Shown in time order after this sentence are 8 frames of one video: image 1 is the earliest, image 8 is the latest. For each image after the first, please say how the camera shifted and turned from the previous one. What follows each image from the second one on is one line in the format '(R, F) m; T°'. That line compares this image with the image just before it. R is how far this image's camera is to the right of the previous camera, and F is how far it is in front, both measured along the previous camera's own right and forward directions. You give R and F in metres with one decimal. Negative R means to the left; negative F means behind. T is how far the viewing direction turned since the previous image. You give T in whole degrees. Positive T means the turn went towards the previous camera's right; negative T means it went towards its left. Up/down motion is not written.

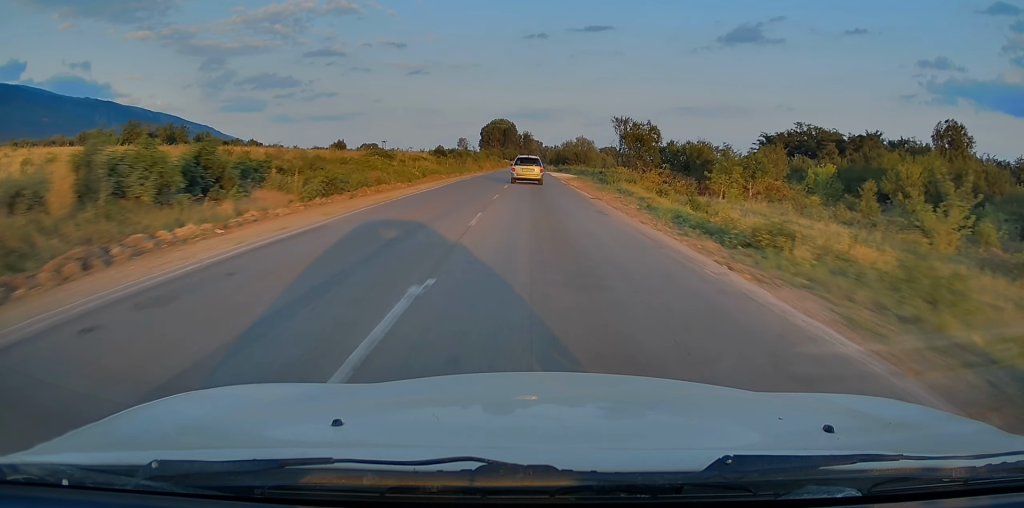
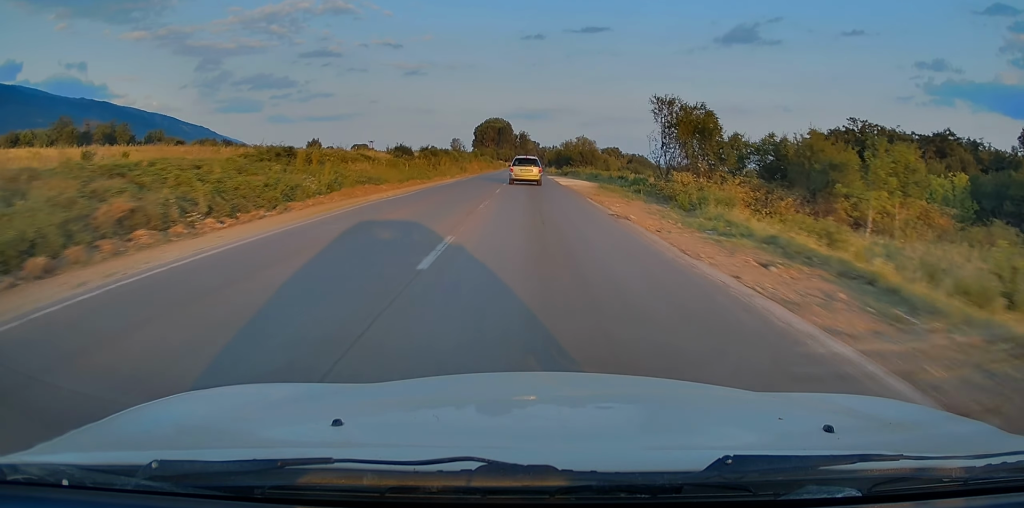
(-0.1, +22.5) m; +1°
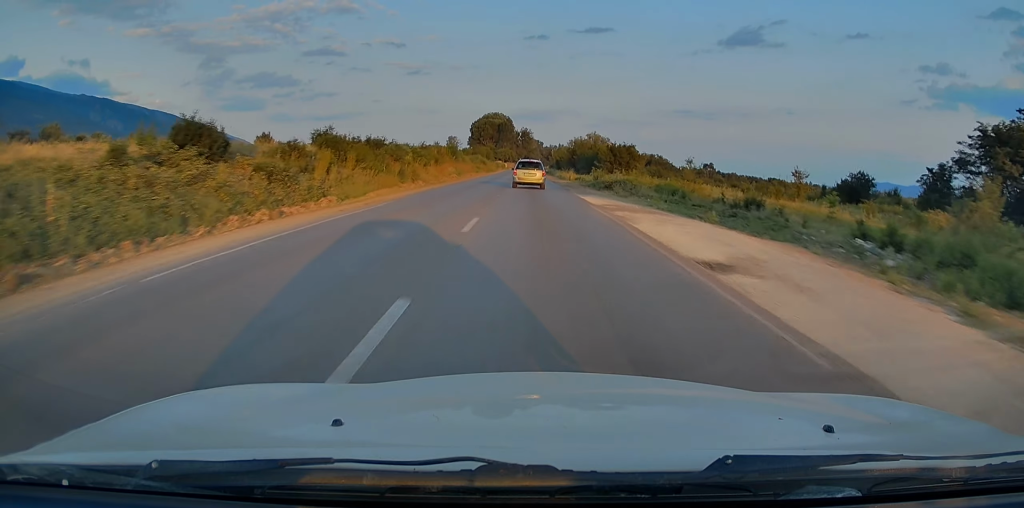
(+0.8, +40.3) m; +1°
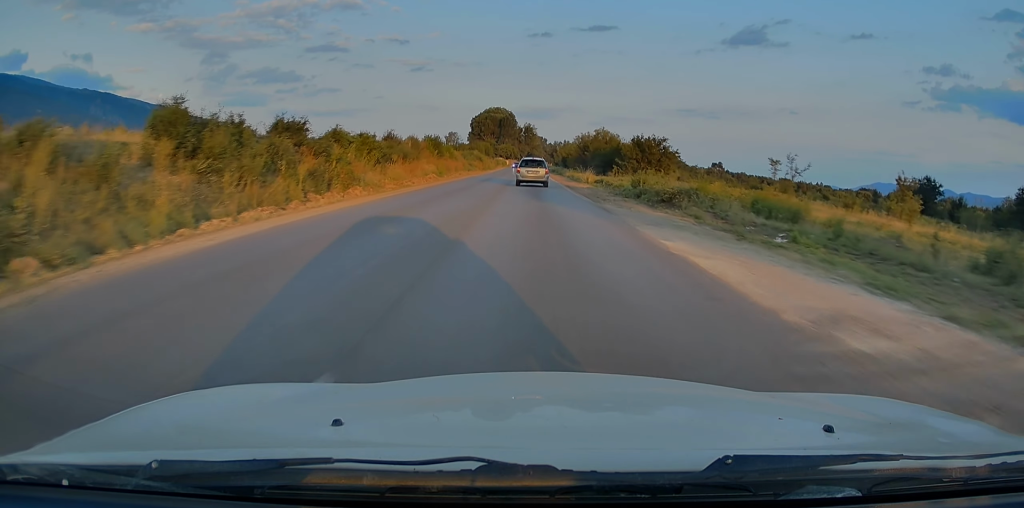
(-0.2, +17.4) m; -1°
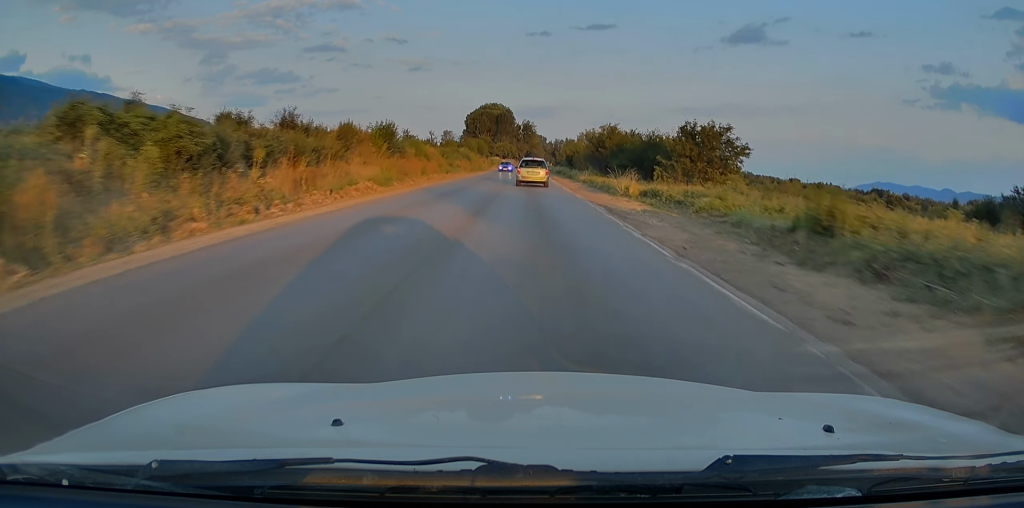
(0.0, +20.9) m; 0°
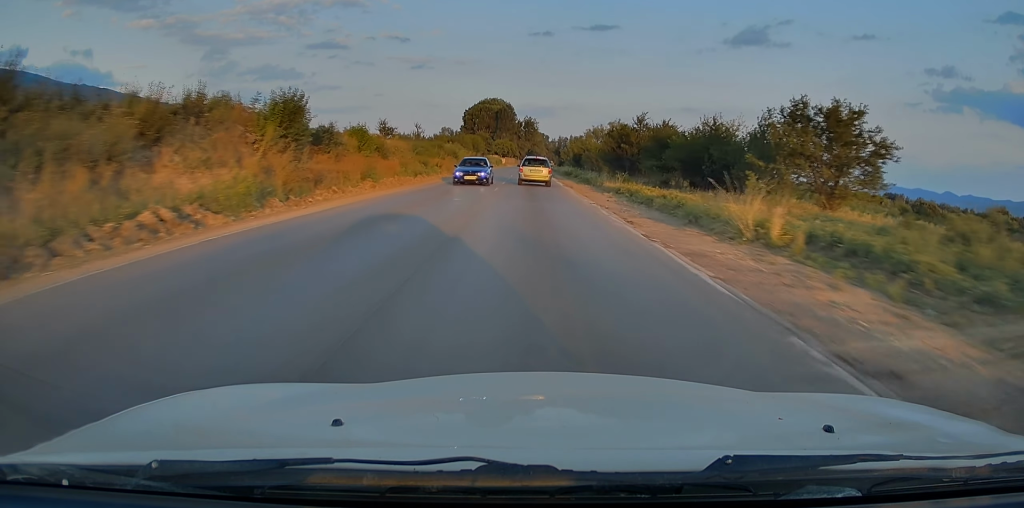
(0.0, +17.6) m; 0°
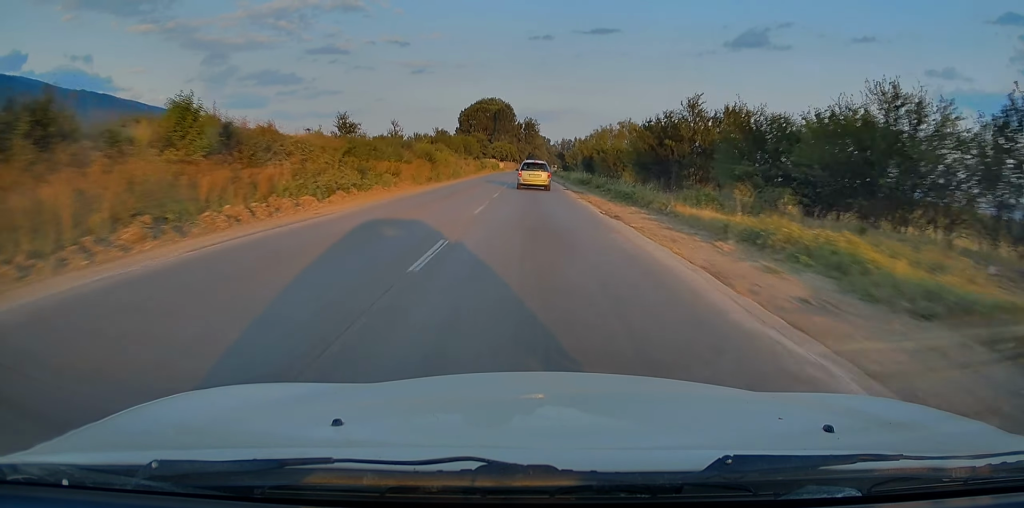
(0.0, +19.3) m; 0°
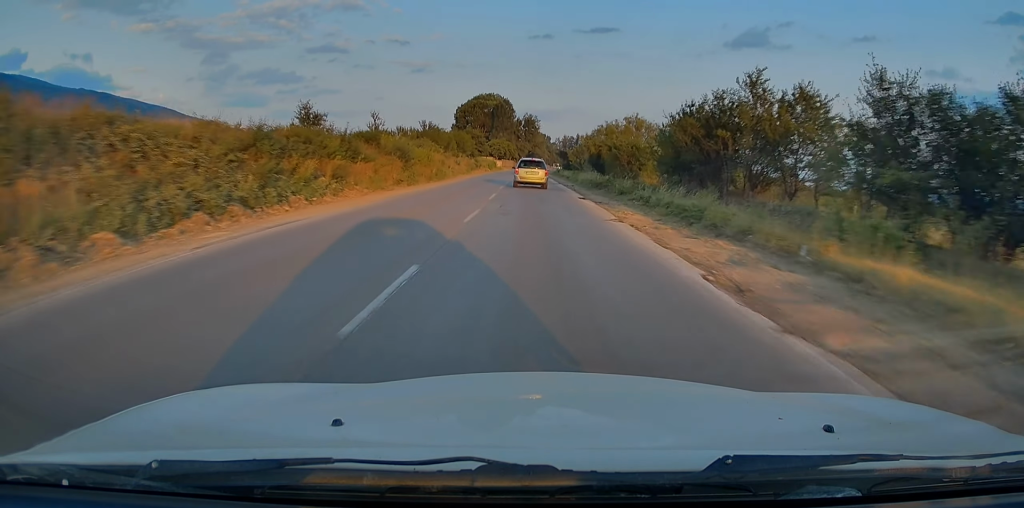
(0.0, +11.5) m; 0°
